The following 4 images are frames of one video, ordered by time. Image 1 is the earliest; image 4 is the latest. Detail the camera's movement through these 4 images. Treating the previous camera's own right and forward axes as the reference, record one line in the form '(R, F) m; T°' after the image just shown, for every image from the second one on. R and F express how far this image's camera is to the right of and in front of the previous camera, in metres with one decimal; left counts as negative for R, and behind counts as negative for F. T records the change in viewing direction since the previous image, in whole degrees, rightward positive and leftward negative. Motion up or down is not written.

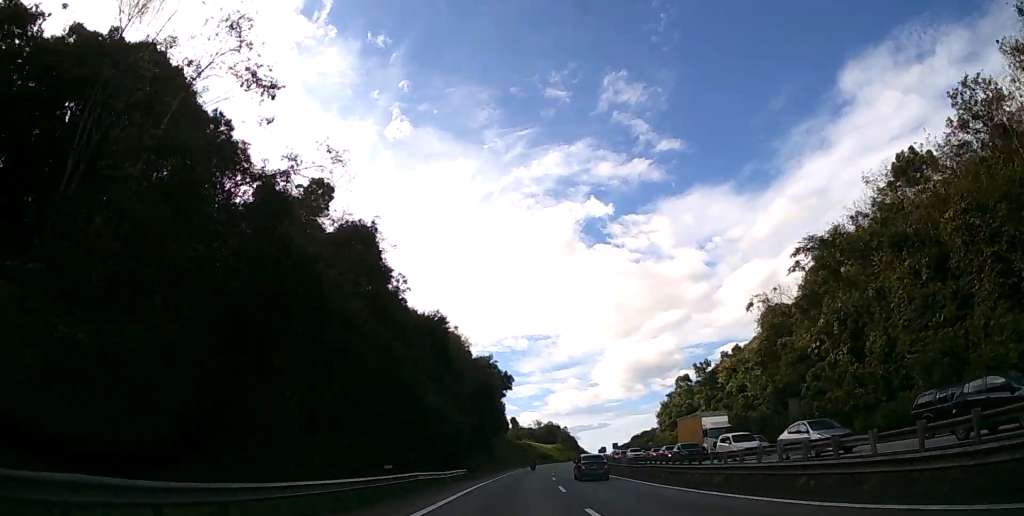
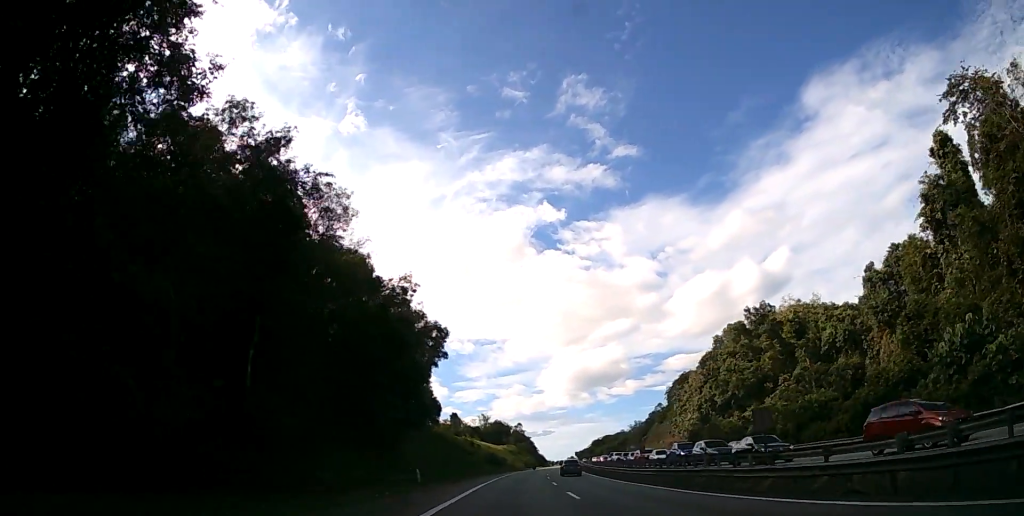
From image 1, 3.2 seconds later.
(+2.1, +62.8) m; +5°
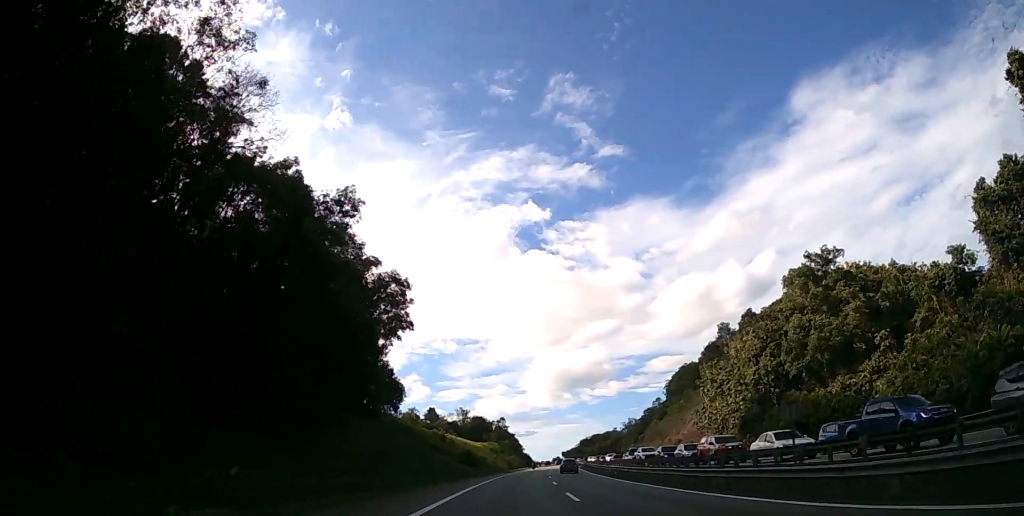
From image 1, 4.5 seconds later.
(+0.6, +25.5) m; +2°
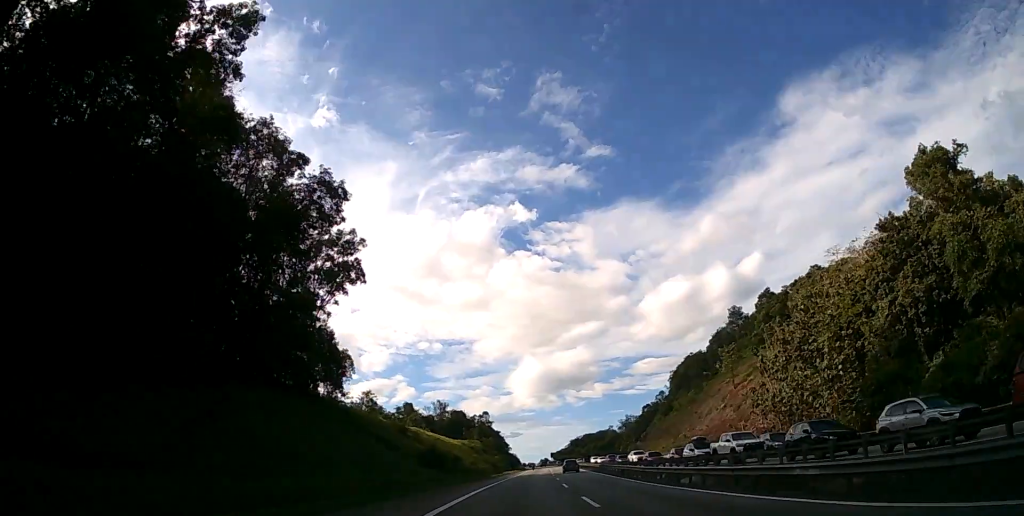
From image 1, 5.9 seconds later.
(+0.5, +26.4) m; +2°
